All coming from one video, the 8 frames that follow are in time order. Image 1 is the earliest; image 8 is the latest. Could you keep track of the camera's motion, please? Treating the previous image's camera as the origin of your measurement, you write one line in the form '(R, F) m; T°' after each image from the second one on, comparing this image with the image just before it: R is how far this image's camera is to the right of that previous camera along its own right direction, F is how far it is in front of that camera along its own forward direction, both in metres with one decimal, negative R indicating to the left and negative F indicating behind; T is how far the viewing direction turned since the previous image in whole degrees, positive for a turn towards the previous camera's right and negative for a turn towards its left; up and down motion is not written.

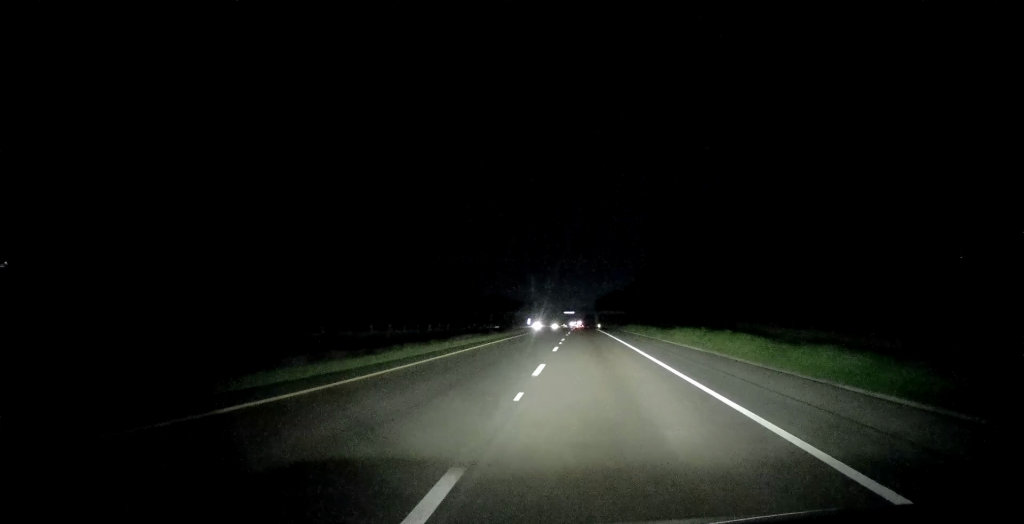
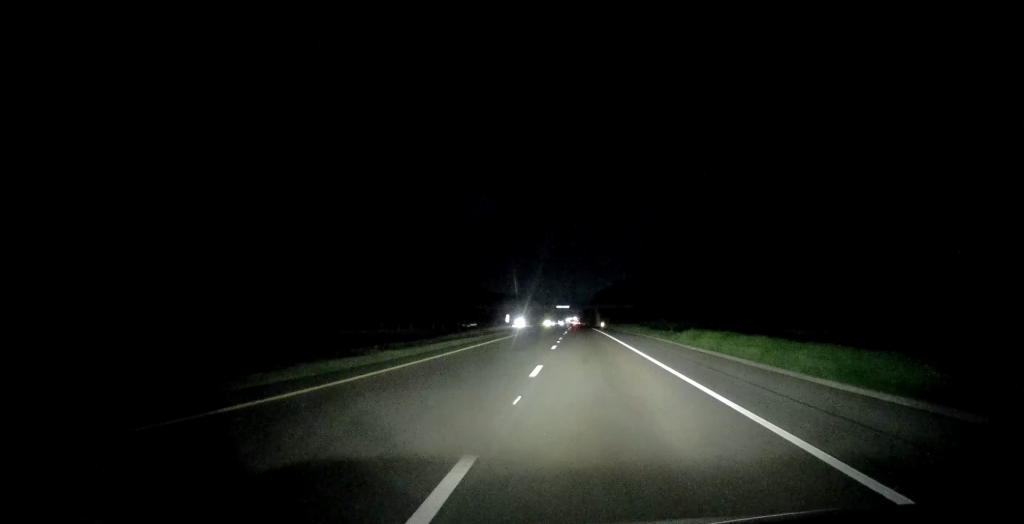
(-0.1, +47.7) m; 0°
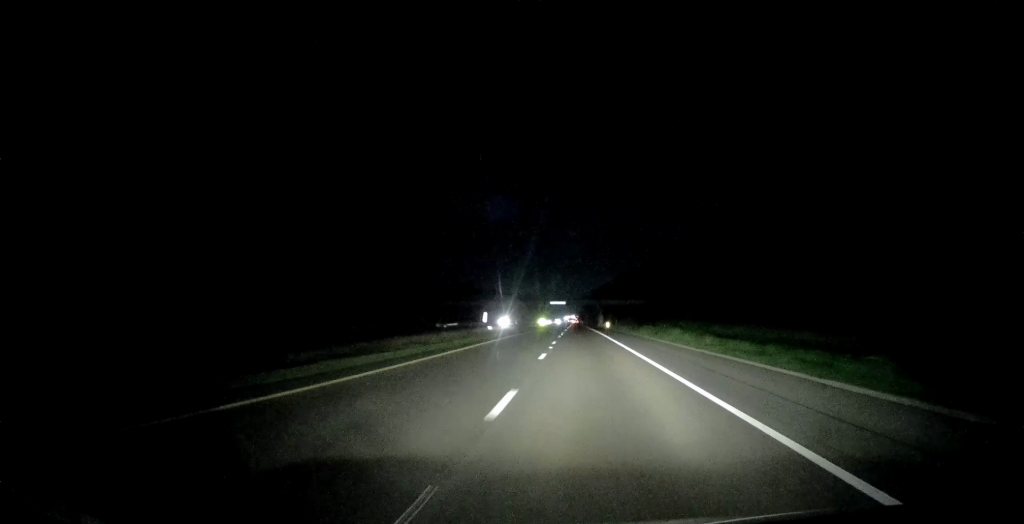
(+0.2, +30.3) m; +1°
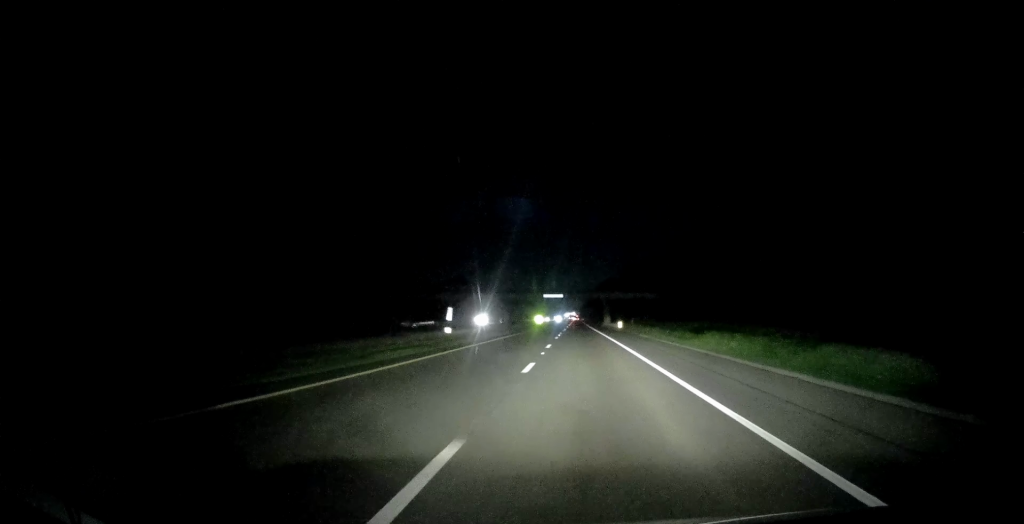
(+0.2, +29.1) m; 0°
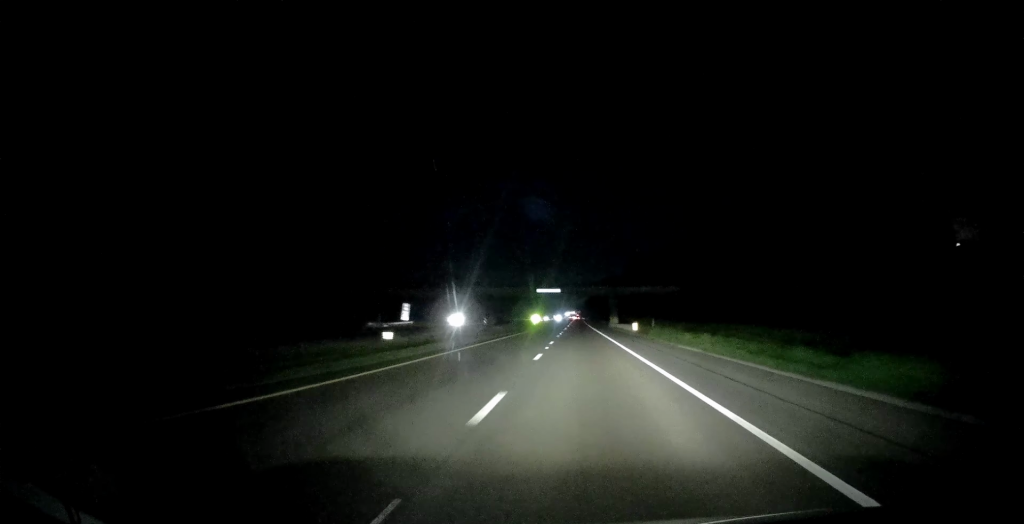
(-0.1, +20.5) m; -1°
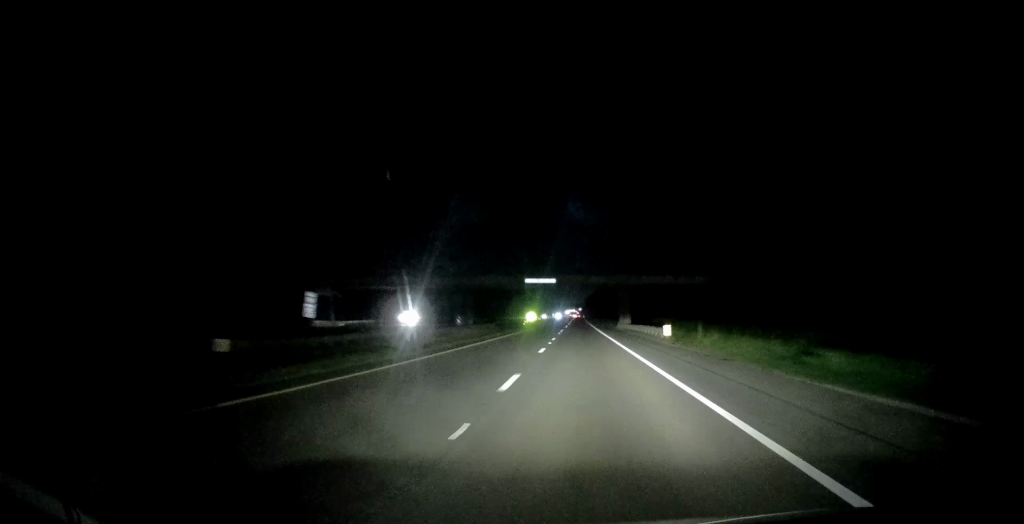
(-0.2, +20.5) m; 0°
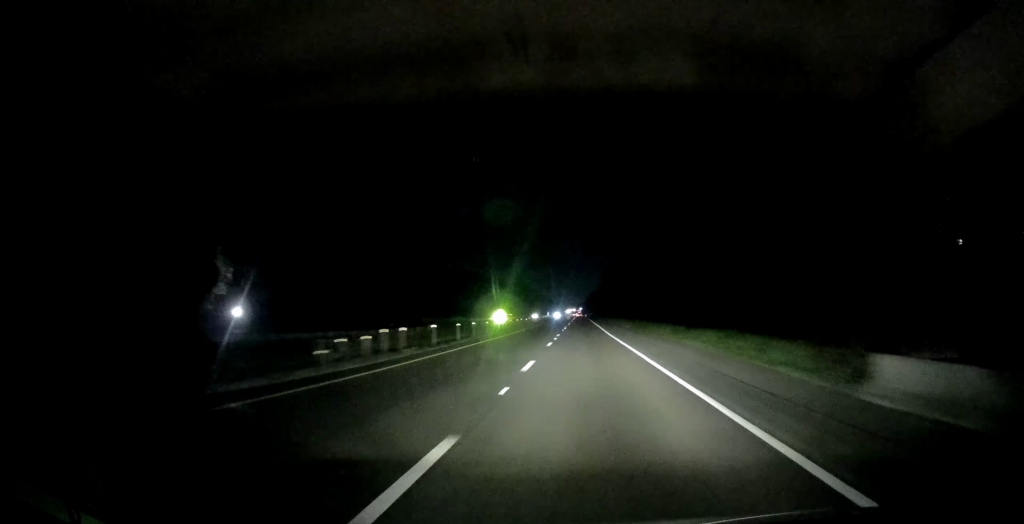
(+0.6, +68.4) m; +2°
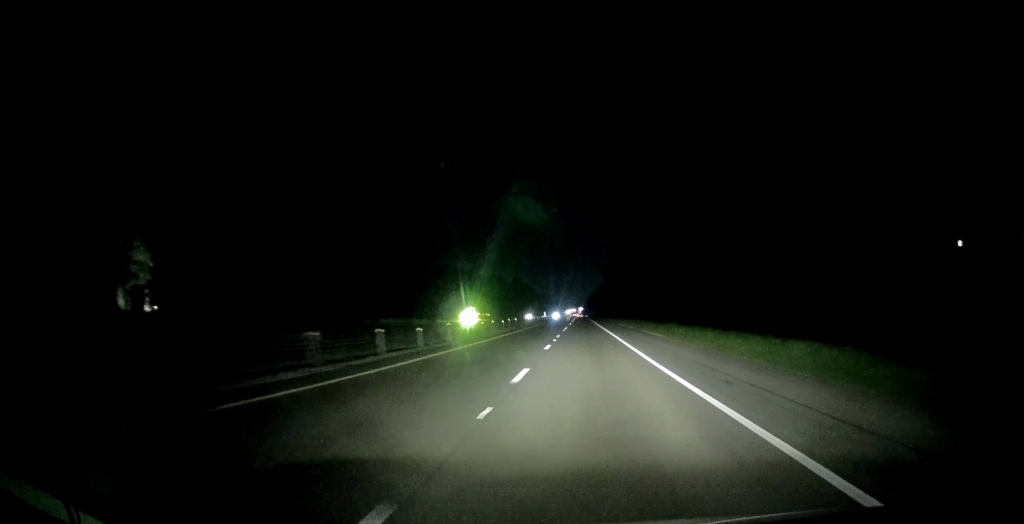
(+0.2, +27.3) m; 0°
